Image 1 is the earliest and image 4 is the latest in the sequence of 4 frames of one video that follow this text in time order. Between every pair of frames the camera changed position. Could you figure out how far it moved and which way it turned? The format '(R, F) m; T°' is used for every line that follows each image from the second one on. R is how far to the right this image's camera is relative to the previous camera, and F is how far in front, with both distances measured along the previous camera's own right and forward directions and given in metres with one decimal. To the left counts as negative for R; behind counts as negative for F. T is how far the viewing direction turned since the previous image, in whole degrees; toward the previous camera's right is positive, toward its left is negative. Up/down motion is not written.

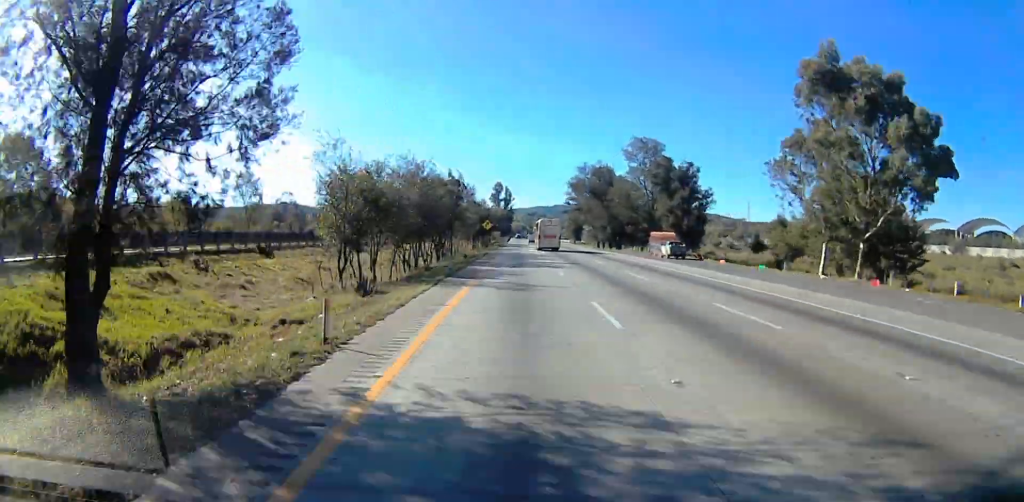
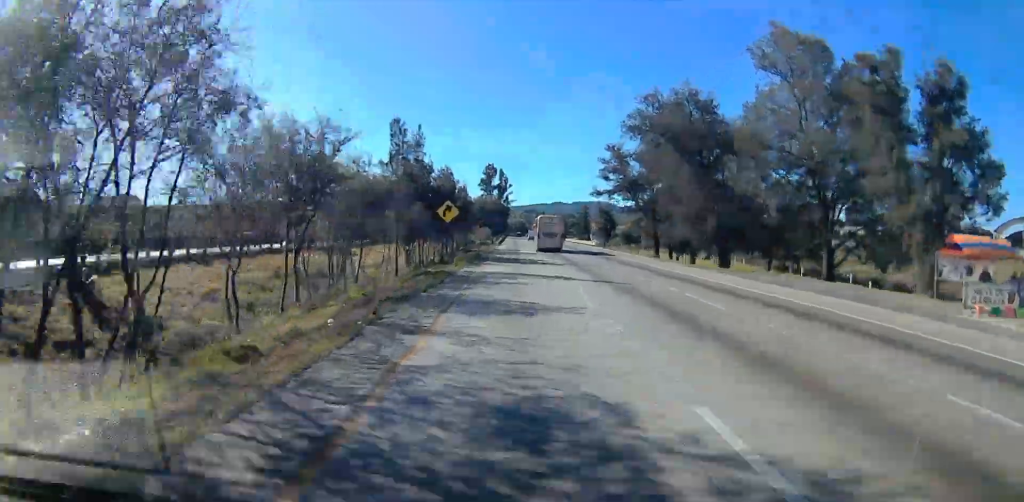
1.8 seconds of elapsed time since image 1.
(0.0, +48.4) m; 0°
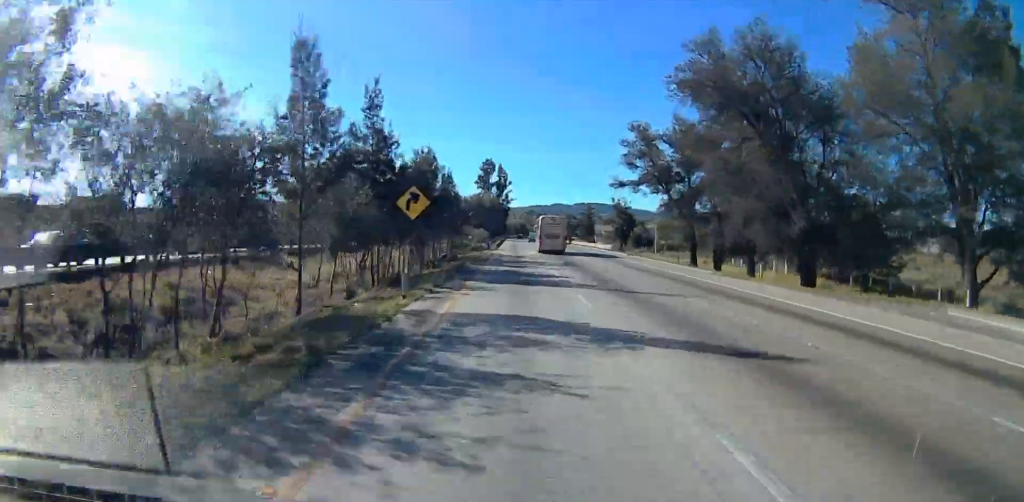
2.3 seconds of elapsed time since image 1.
(0.0, +15.4) m; 0°
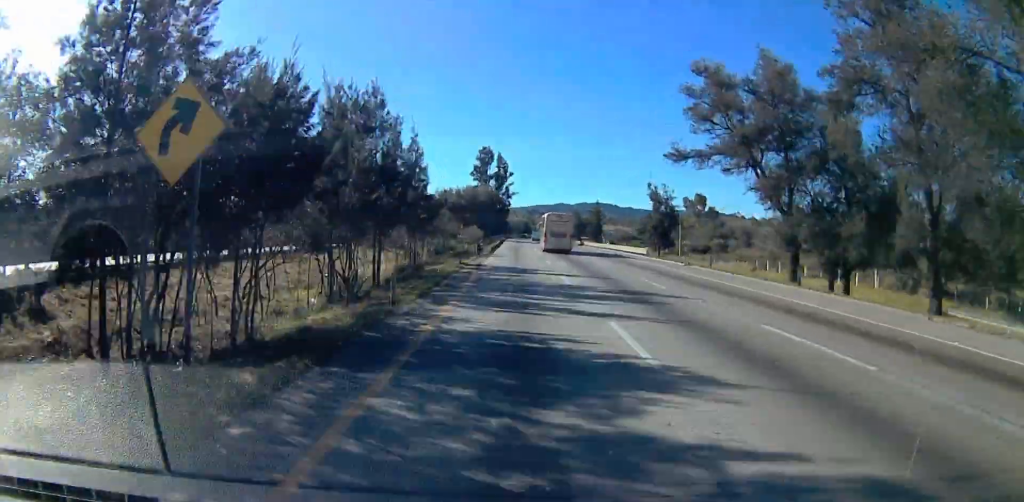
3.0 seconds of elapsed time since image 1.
(0.0, +21.6) m; 0°
